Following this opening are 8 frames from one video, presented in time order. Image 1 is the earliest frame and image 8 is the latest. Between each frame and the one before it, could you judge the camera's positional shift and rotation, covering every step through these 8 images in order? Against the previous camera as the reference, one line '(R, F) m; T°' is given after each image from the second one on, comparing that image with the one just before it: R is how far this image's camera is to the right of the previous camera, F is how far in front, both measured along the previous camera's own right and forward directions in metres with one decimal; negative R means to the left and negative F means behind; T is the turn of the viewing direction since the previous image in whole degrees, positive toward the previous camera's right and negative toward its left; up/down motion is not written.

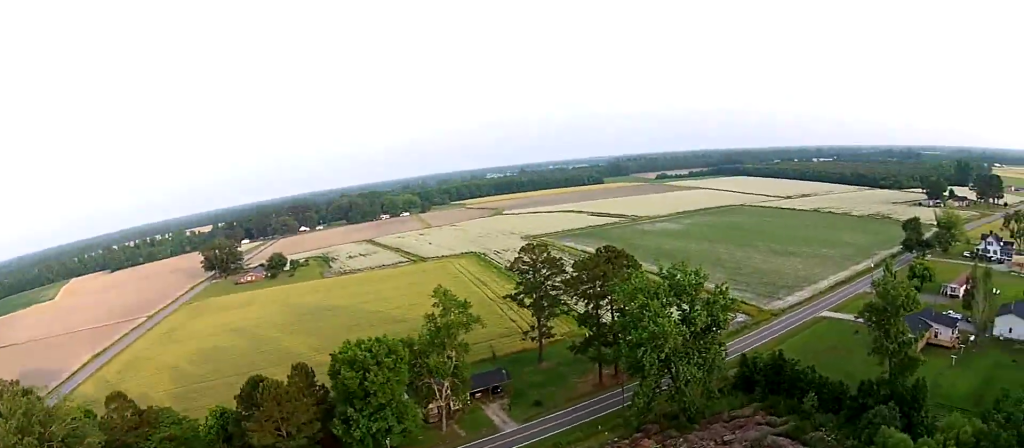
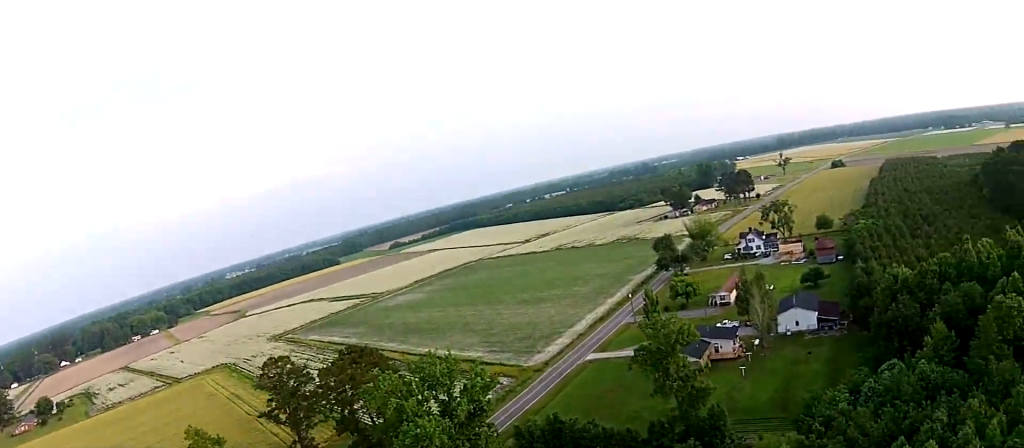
(+0.9, +6.8) m; +13°
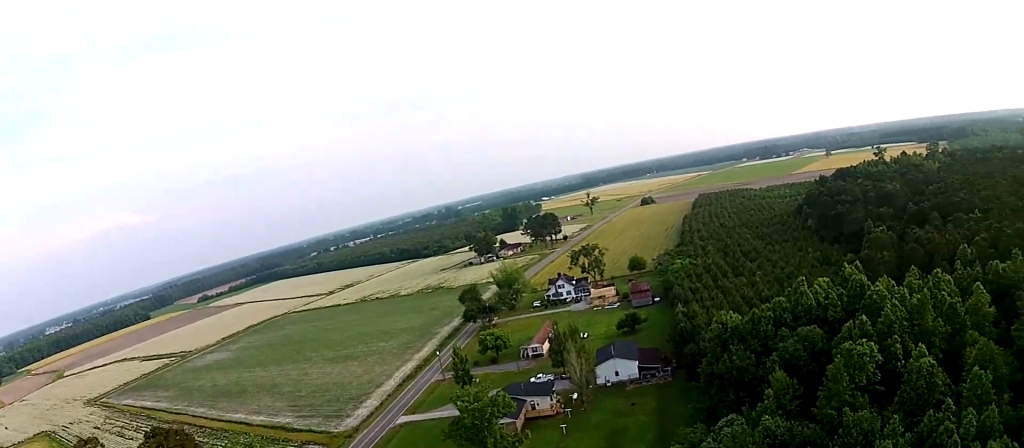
(+0.6, +6.3) m; +7°
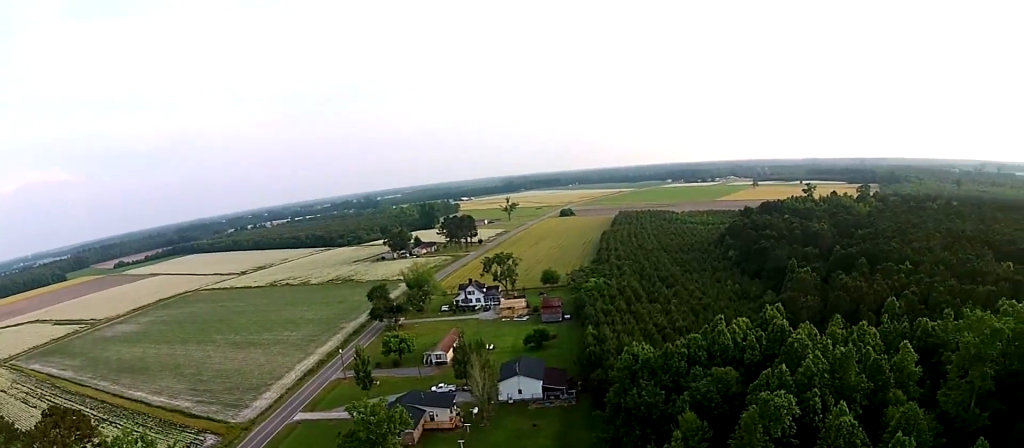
(+0.1, +3.5) m; +2°
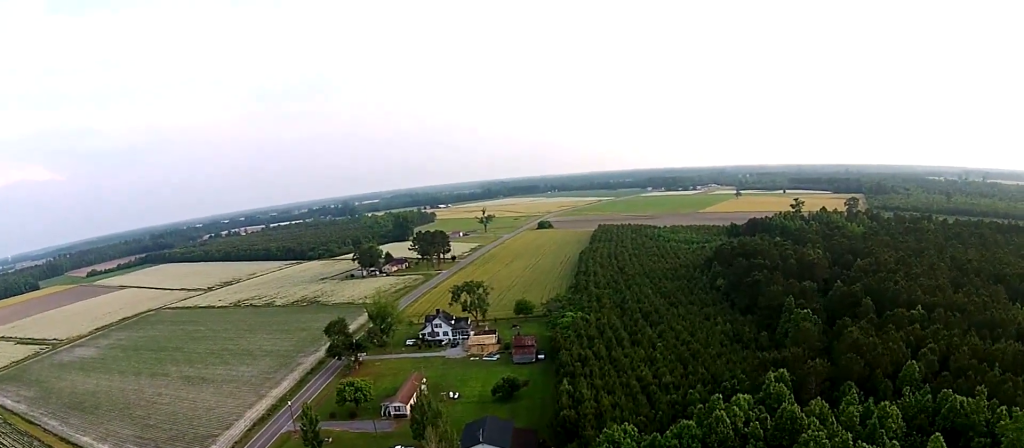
(+1.2, +18.6) m; +5°
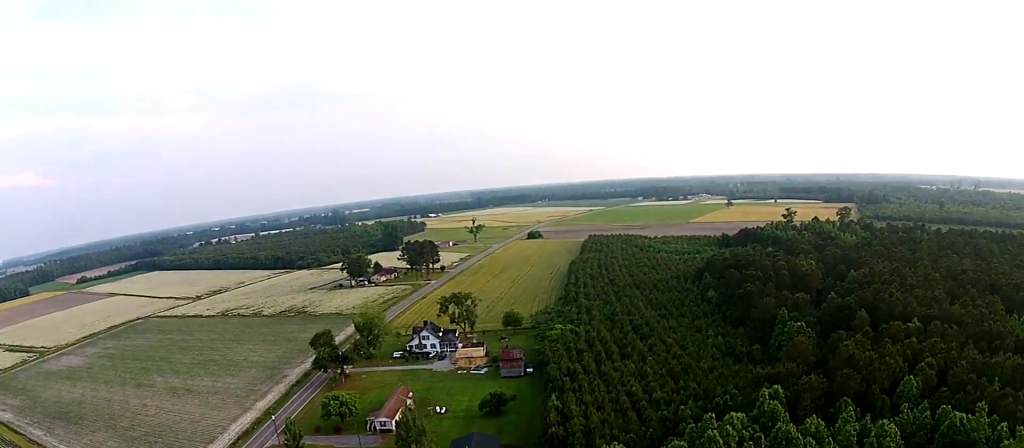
(+0.1, +2.9) m; -1°
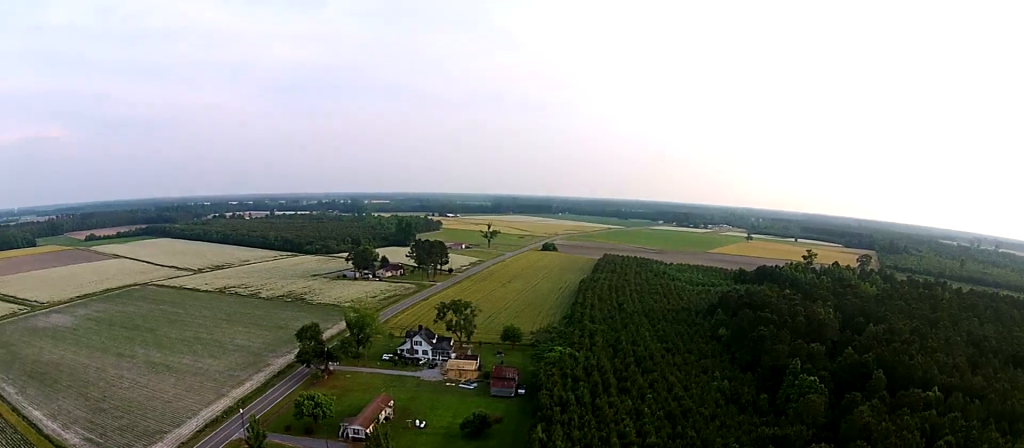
(-0.8, +9.8) m; -15°
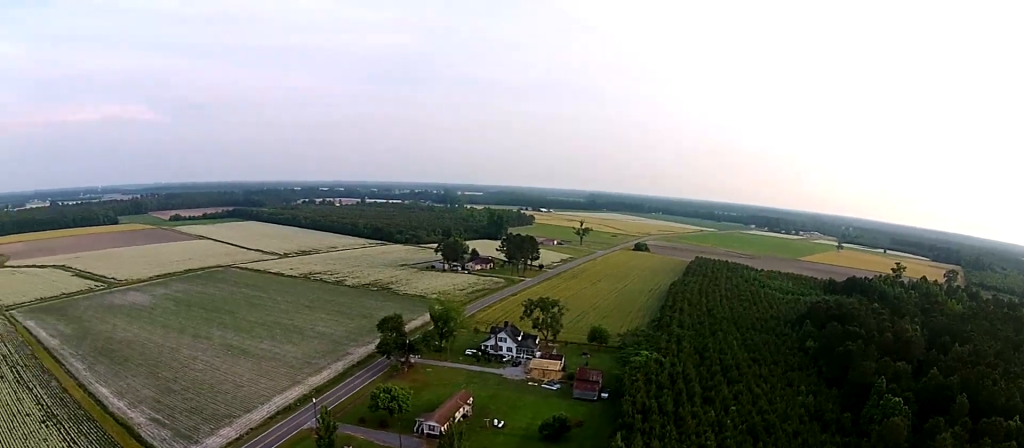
(-0.3, +3.1) m; -8°
